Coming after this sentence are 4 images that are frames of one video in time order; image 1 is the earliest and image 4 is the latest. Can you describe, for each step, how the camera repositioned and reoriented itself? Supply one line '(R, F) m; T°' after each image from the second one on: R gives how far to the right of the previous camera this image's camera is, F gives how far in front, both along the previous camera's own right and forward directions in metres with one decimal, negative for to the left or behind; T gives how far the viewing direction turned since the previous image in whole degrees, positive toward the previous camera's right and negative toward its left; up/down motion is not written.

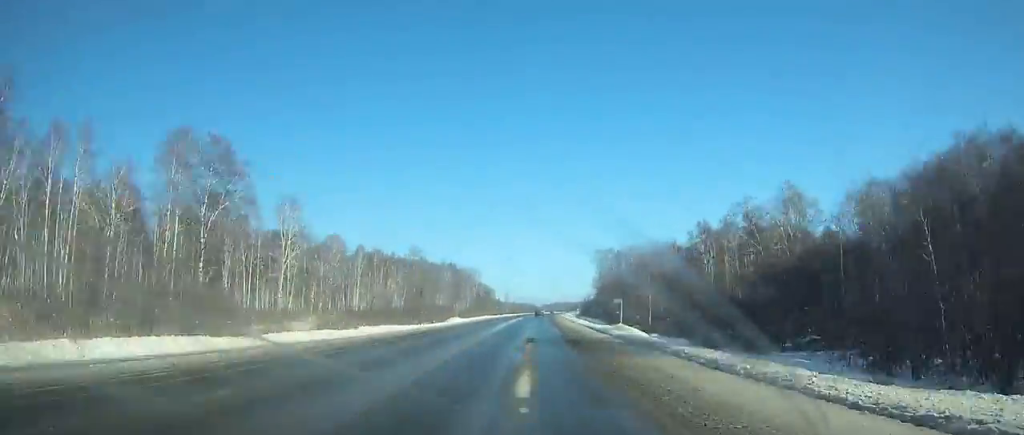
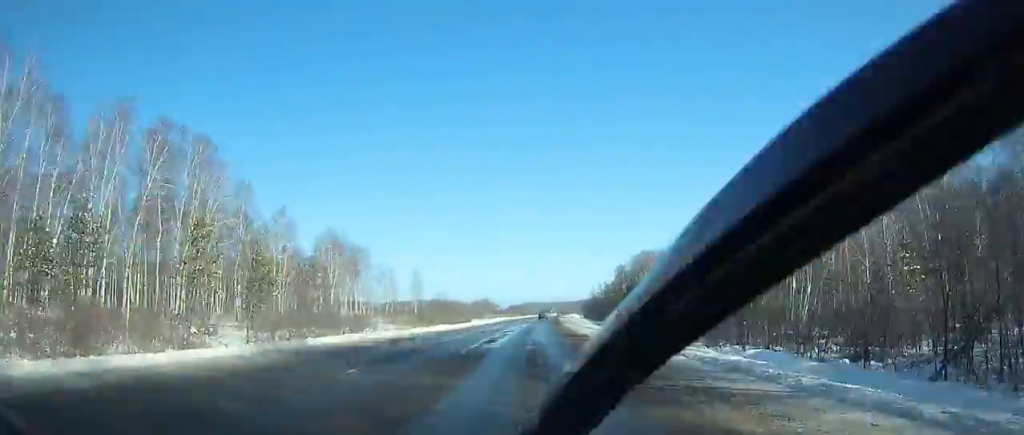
(+5.1, +198.3) m; +4°
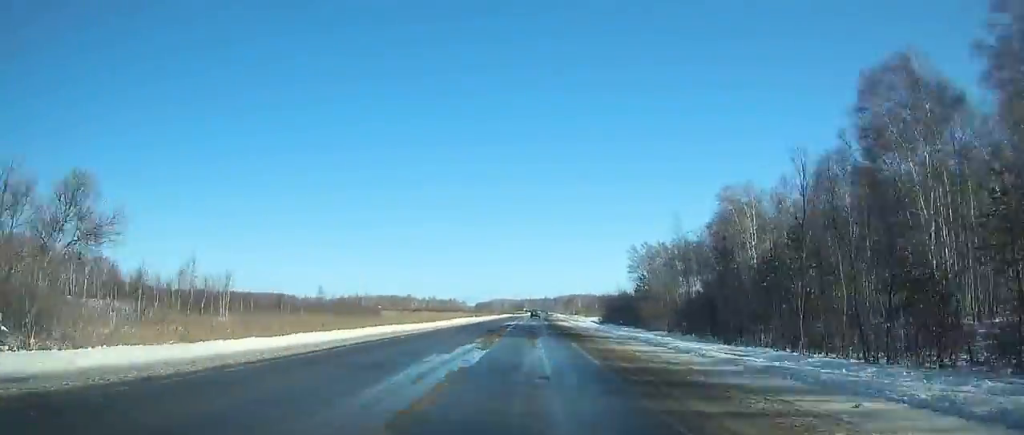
(+4.5, +153.6) m; +3°
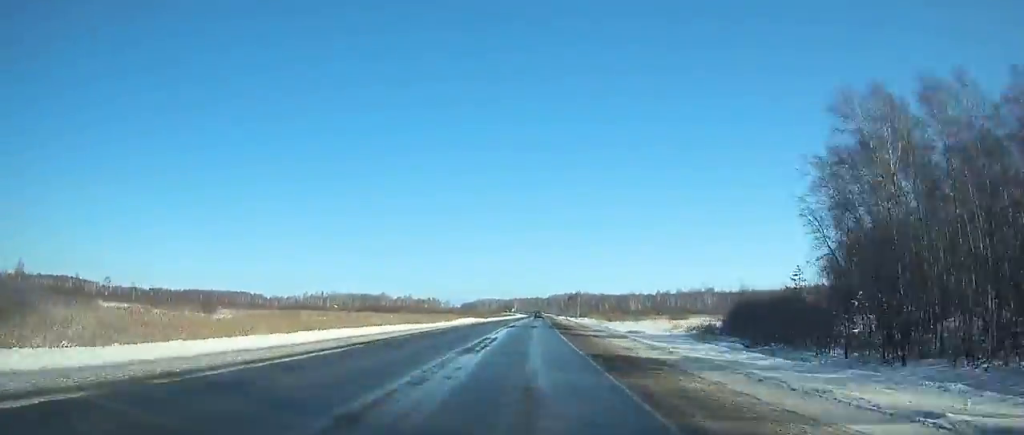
(+0.4, +91.4) m; +1°
